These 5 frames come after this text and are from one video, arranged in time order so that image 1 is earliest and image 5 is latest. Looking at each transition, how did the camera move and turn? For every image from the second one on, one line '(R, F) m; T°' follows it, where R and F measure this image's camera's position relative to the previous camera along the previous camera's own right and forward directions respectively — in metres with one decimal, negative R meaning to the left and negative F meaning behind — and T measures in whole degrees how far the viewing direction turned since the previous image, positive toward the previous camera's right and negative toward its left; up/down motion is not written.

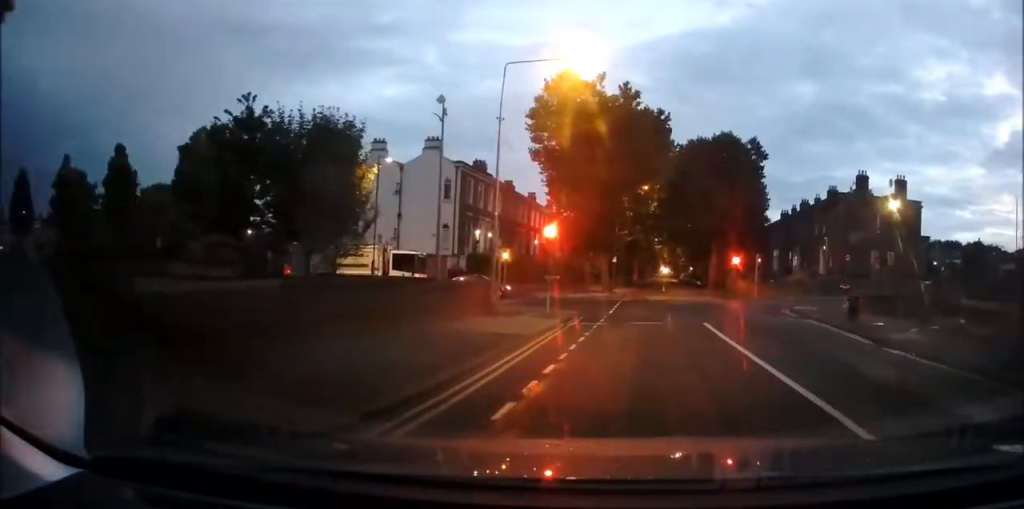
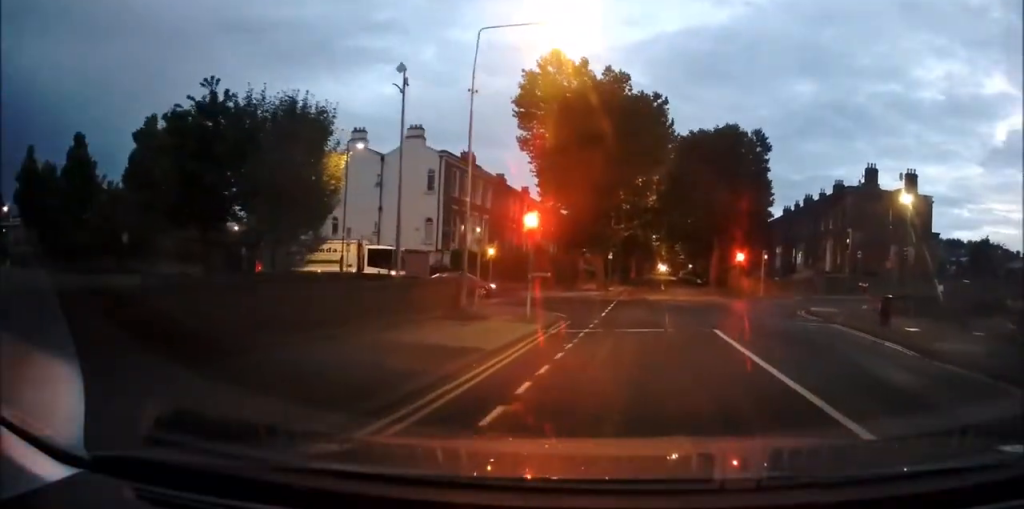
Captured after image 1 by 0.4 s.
(0.0, +3.0) m; +1°
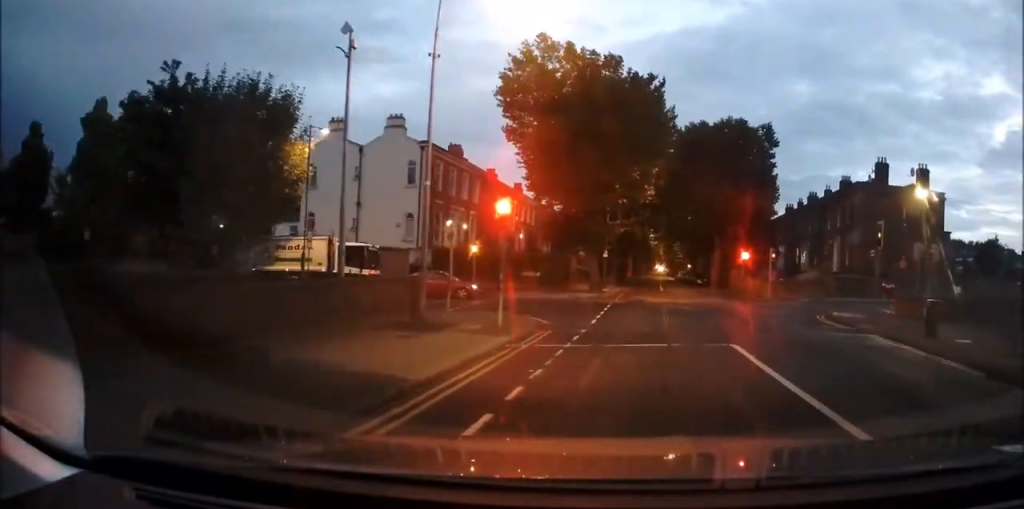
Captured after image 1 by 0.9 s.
(0.0, +2.8) m; +2°
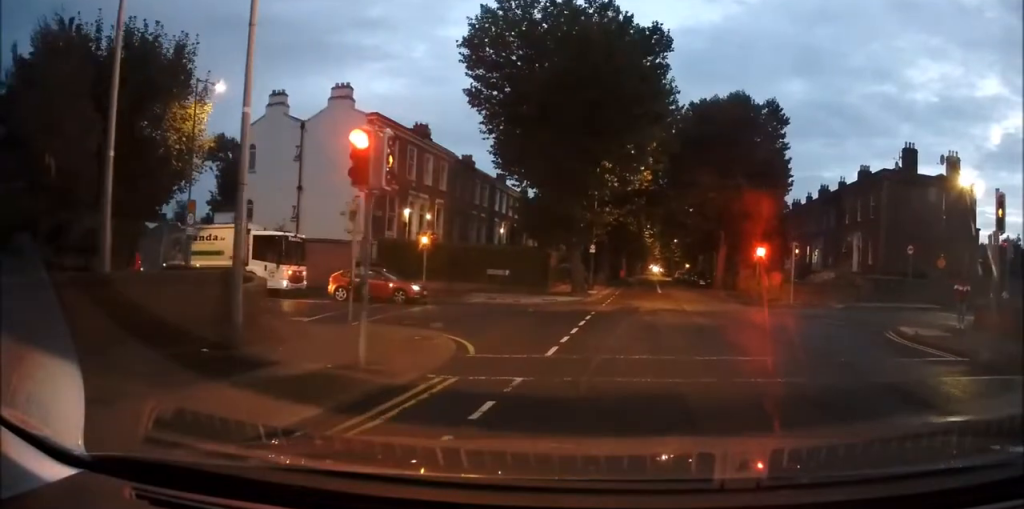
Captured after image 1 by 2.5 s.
(+0.4, +5.9) m; +7°
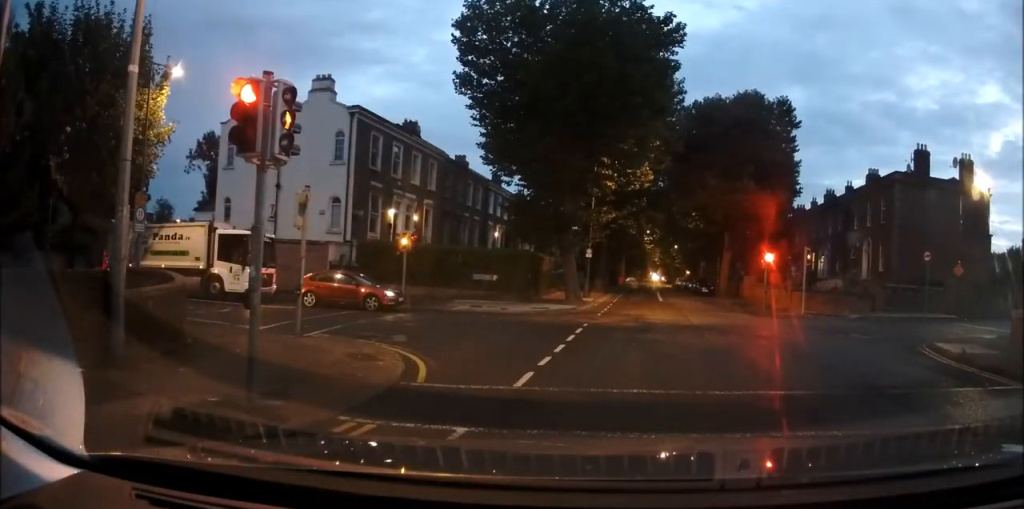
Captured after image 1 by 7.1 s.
(0.0, +1.8) m; 0°
